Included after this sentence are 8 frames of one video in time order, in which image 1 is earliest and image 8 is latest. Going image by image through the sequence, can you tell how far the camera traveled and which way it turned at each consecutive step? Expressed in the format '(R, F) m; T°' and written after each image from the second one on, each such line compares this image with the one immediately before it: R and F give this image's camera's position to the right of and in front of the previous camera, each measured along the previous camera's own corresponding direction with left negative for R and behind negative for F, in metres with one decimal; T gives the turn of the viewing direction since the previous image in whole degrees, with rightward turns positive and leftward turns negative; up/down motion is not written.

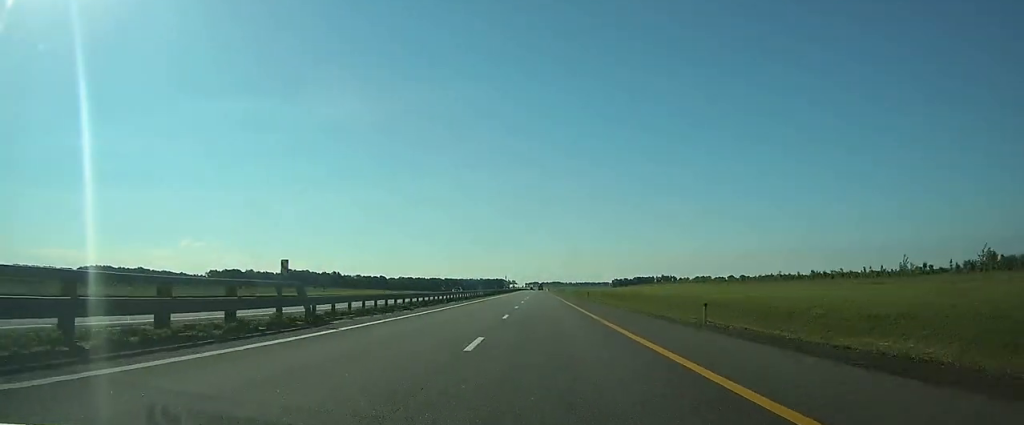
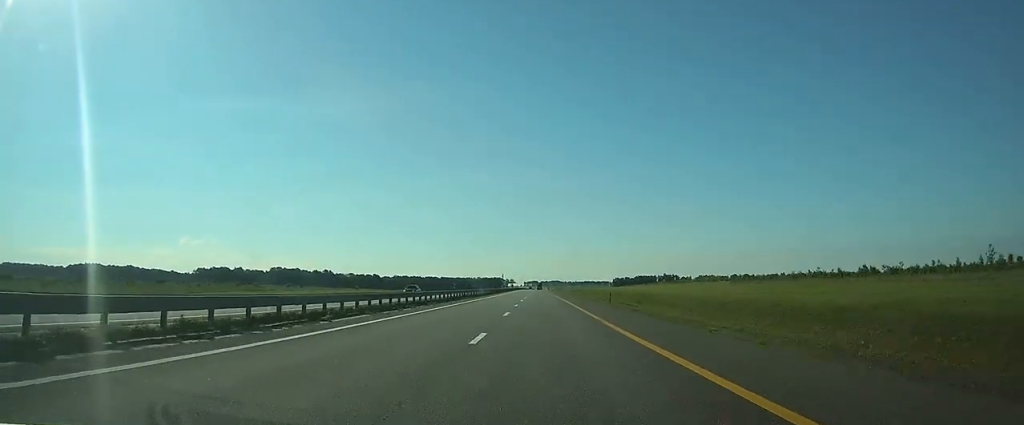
(0.0, +22.6) m; 0°
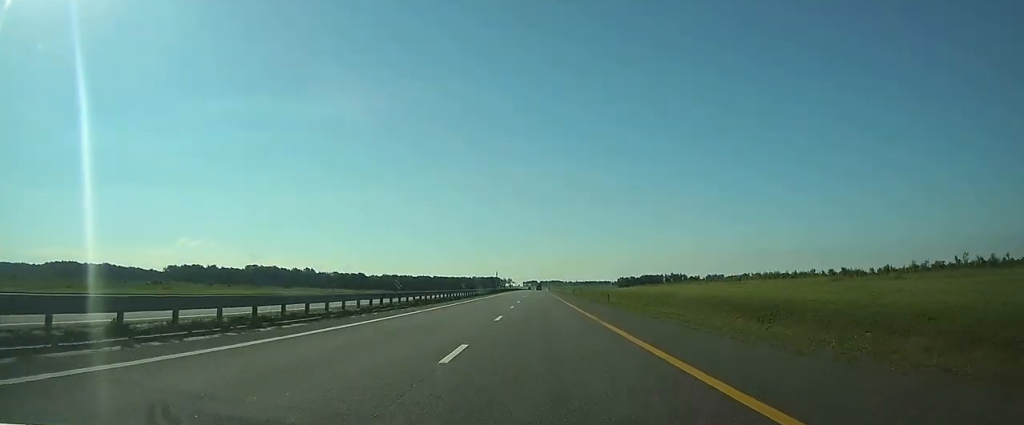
(+0.2, +51.0) m; 0°
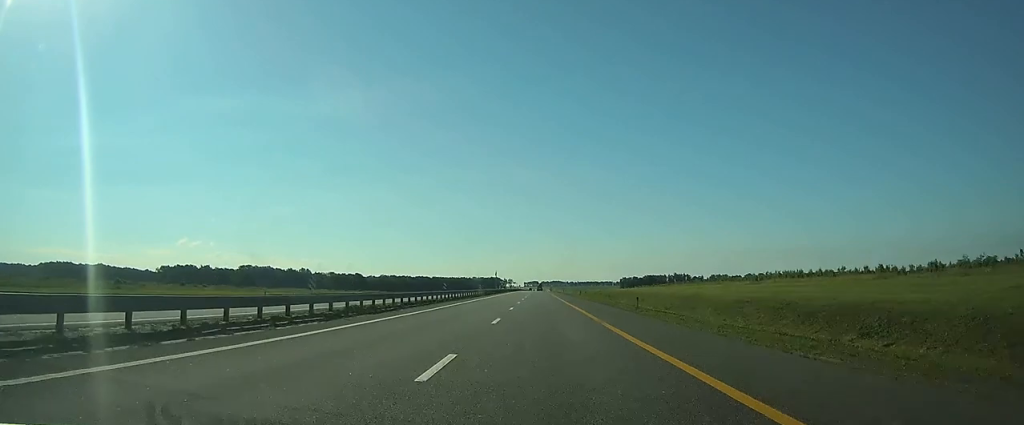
(0.0, +13.6) m; 0°
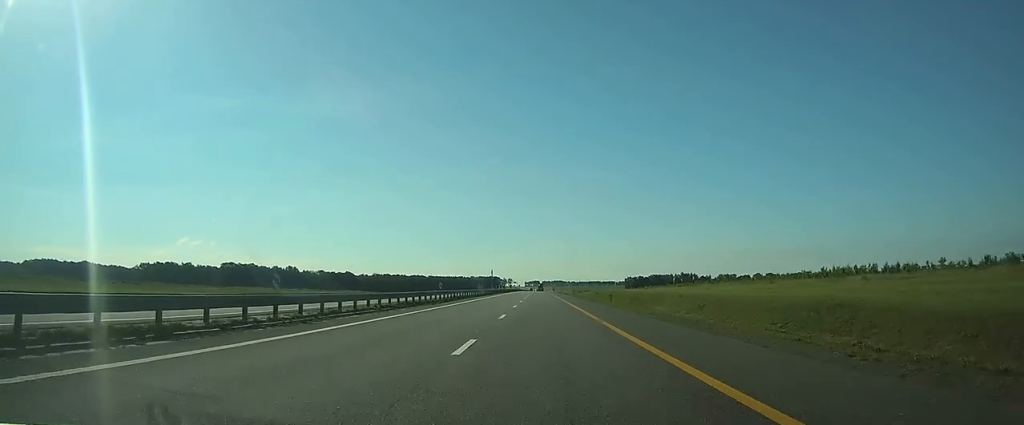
(-0.1, +32.9) m; 0°
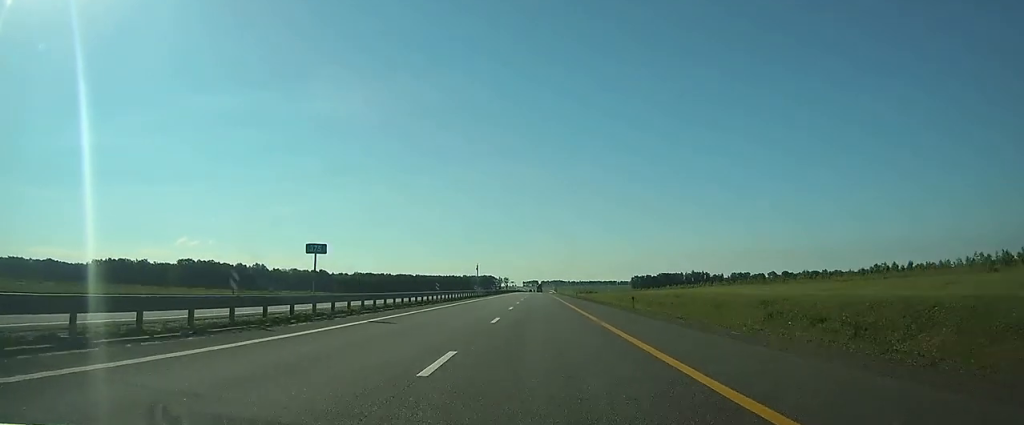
(-0.2, +62.2) m; 0°
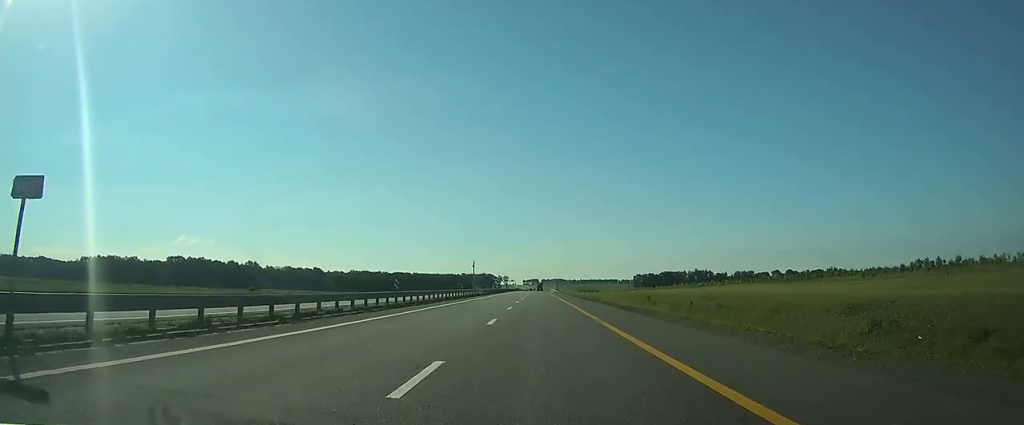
(0.0, +13.5) m; 0°
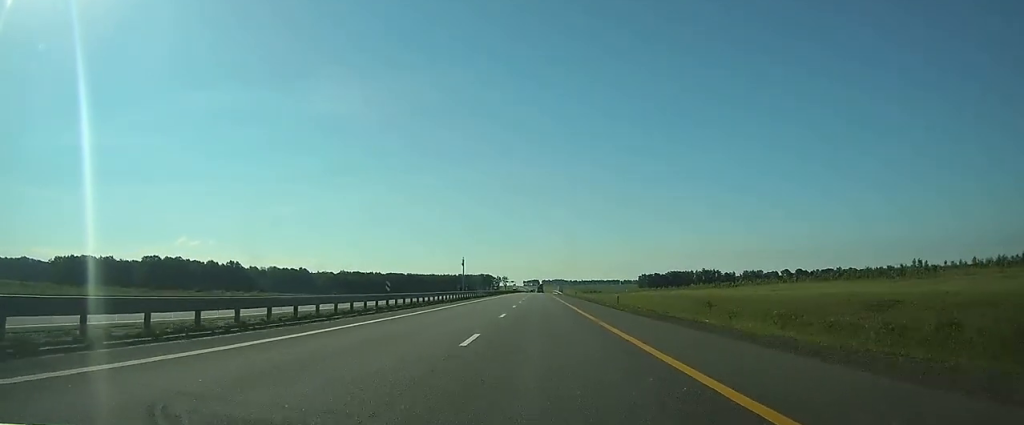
(0.0, +30.3) m; 0°
